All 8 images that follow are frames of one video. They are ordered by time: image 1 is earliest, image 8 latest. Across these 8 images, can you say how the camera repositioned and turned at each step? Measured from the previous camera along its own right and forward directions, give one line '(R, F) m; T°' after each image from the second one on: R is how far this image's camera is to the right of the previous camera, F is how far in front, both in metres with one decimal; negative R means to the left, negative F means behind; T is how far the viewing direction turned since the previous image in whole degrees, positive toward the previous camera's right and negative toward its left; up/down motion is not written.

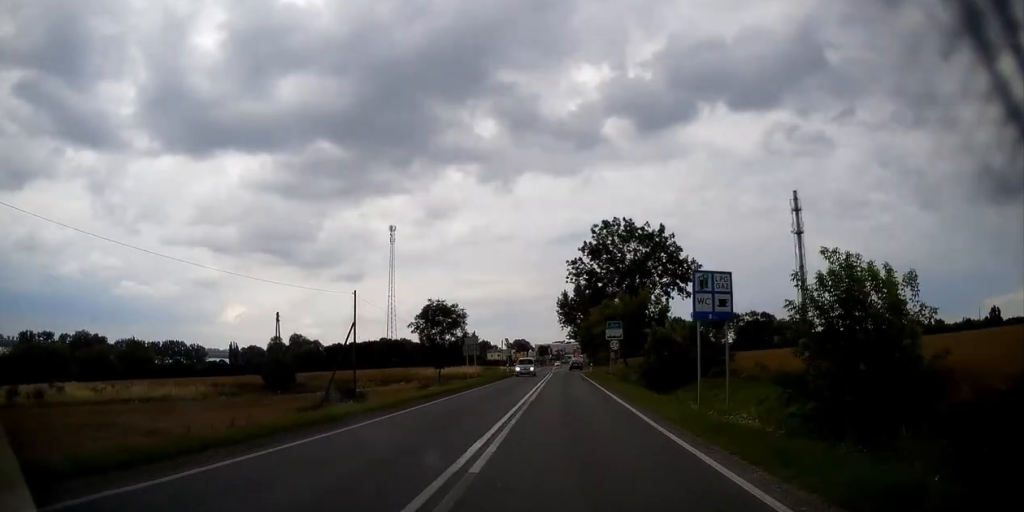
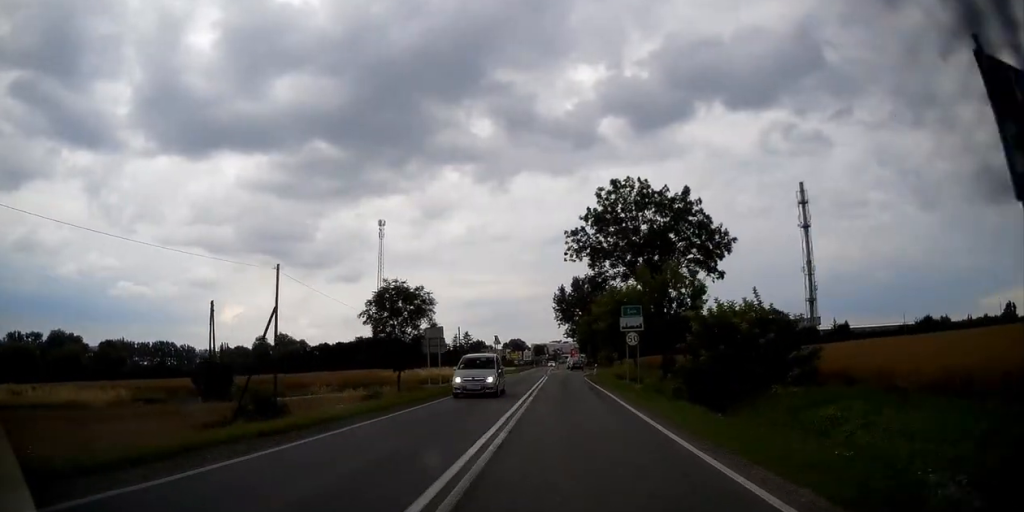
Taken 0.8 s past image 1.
(-0.1, +12.3) m; 0°
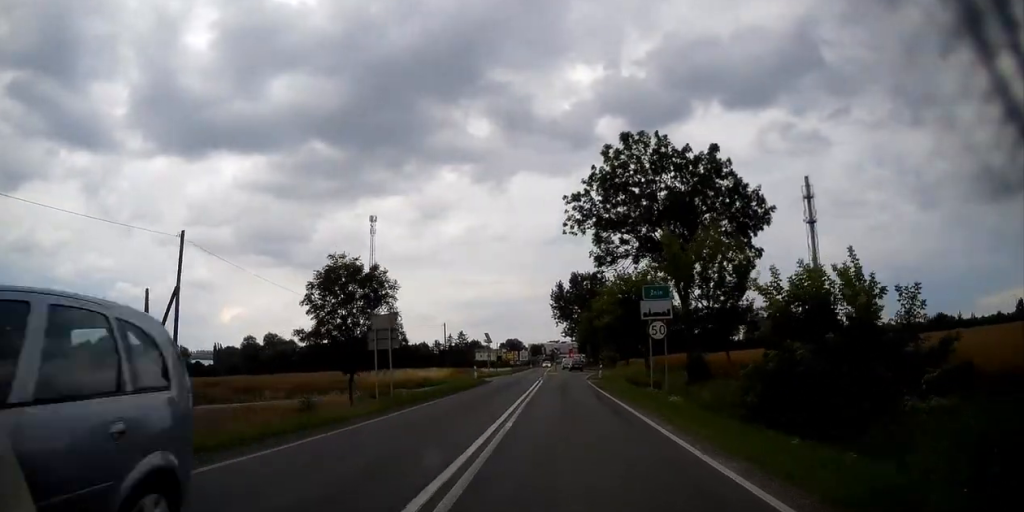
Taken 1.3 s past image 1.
(0.0, +8.9) m; 0°
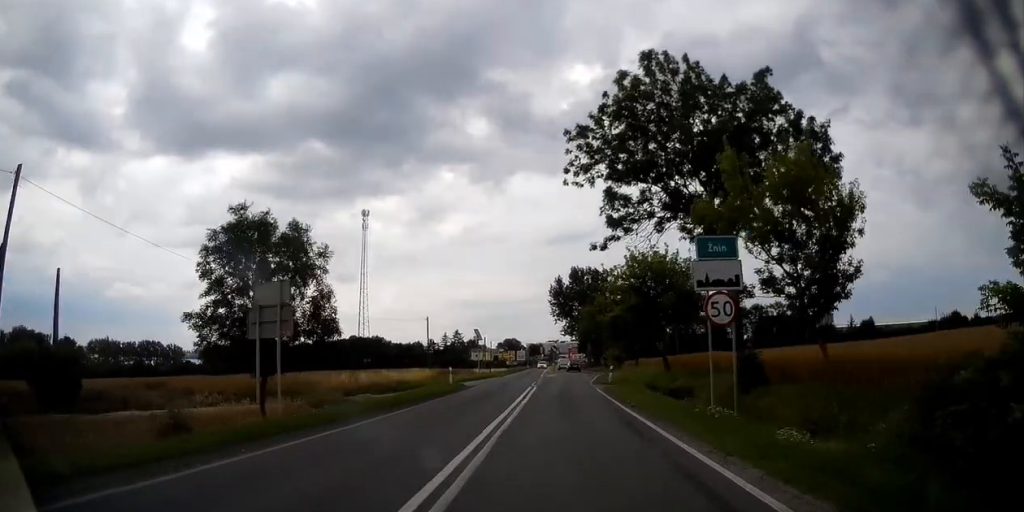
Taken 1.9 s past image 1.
(0.0, +9.4) m; 0°
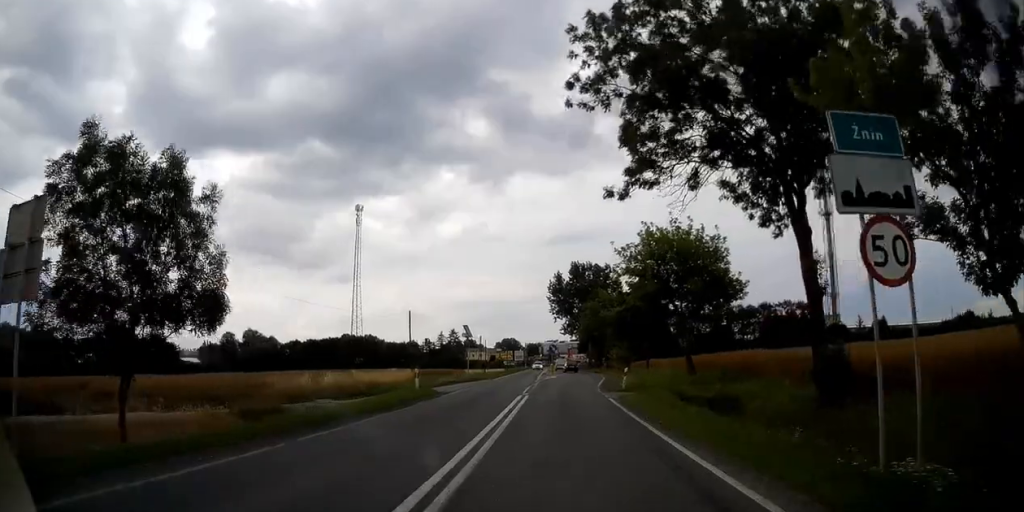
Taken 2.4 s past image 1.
(0.0, +7.7) m; 0°
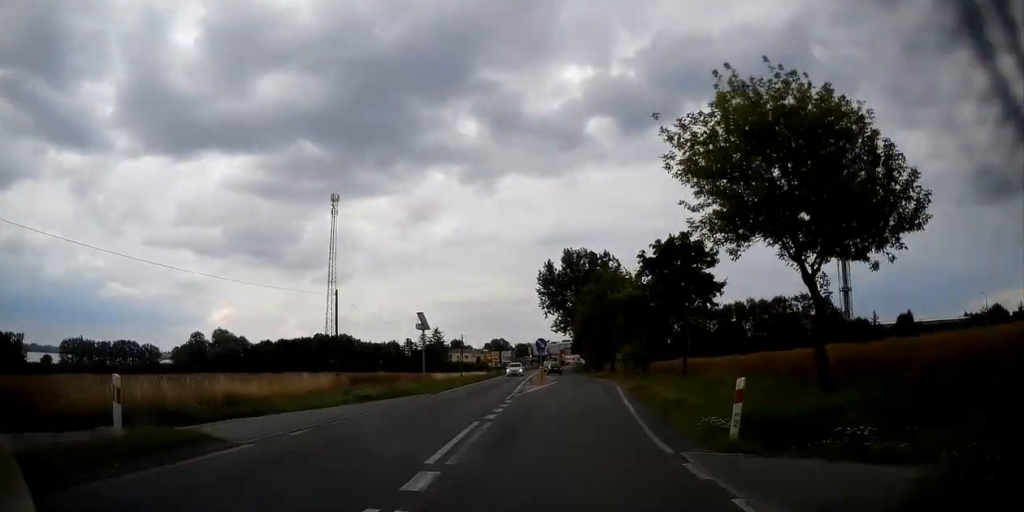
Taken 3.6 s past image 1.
(+0.1, +17.8) m; +1°
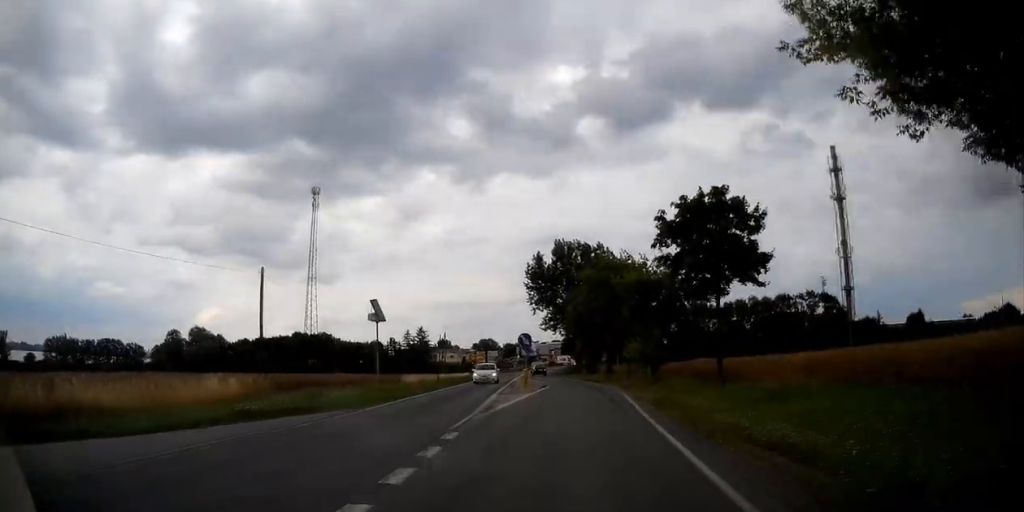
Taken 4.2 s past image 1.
(+0.1, +9.5) m; +1°
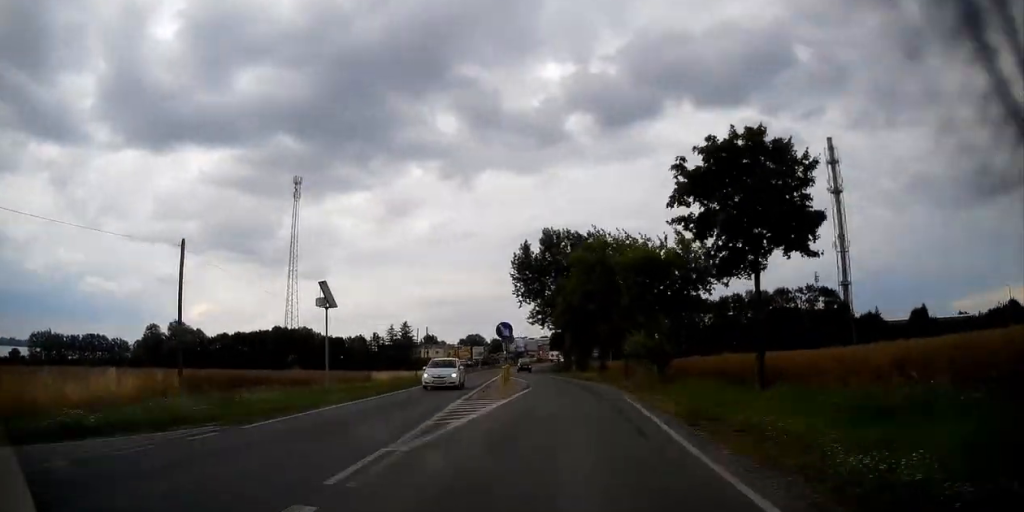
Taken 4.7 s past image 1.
(0.0, +6.5) m; 0°
